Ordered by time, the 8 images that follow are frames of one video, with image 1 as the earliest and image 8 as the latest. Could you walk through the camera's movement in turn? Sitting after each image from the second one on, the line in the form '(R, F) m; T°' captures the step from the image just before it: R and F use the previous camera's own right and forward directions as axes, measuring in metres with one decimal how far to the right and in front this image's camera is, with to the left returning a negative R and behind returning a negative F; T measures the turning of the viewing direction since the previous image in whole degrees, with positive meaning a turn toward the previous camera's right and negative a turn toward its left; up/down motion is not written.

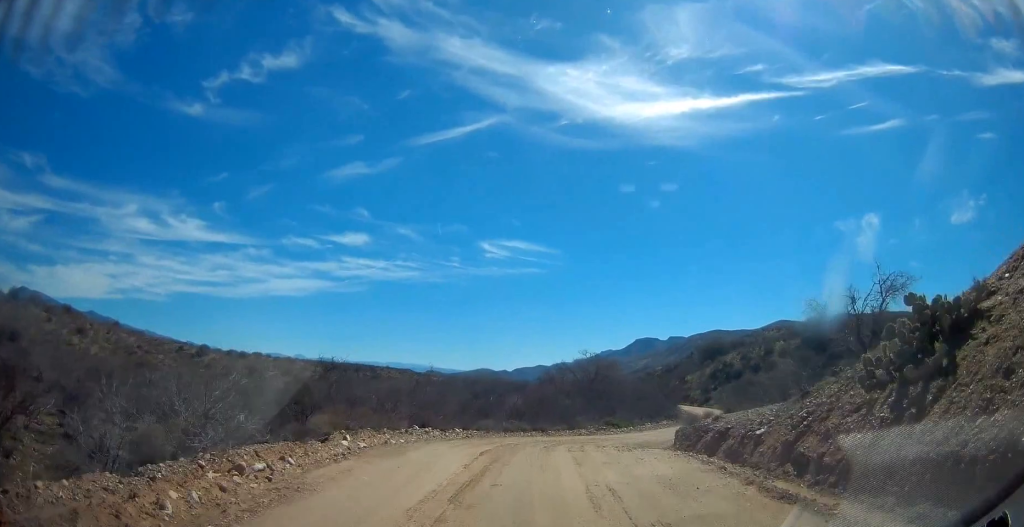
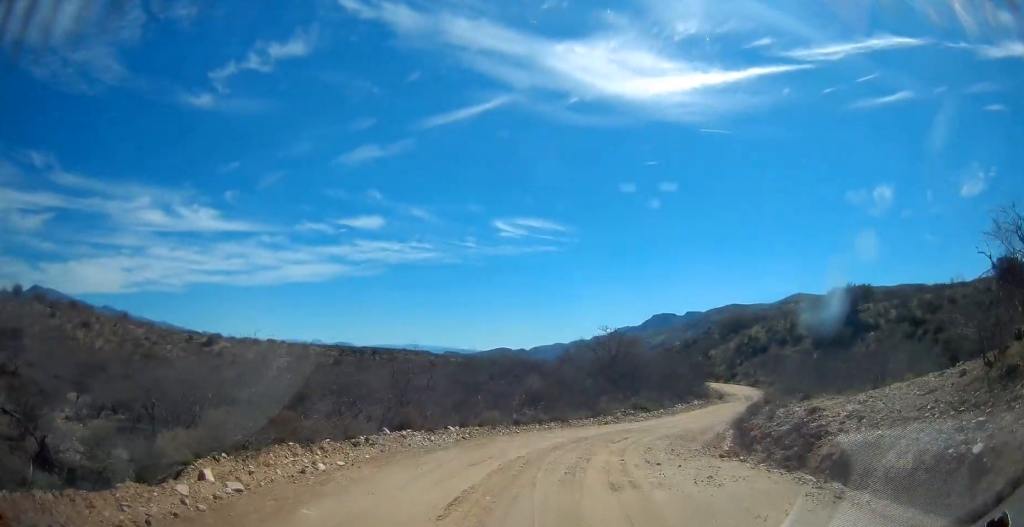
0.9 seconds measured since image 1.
(+0.1, +5.2) m; -3°
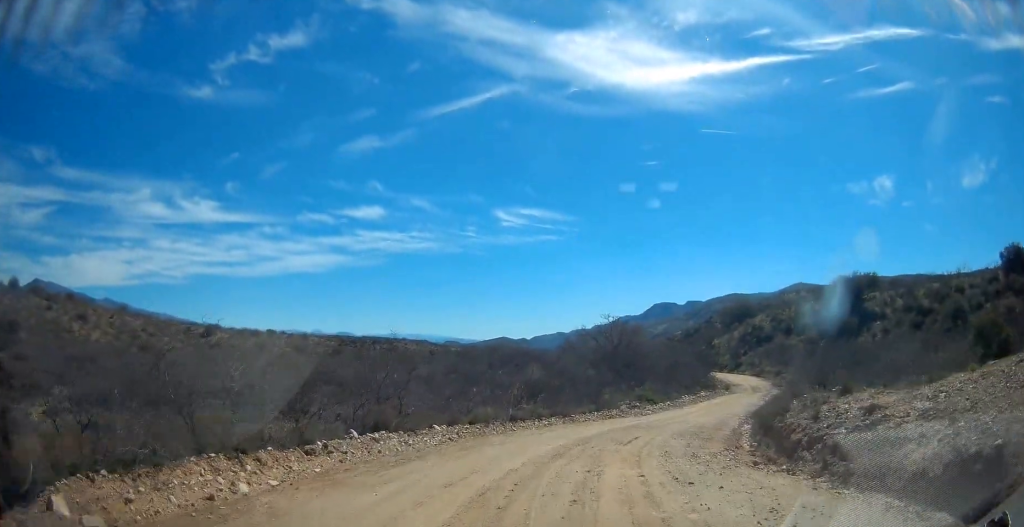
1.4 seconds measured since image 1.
(-0.2, +2.4) m; +1°
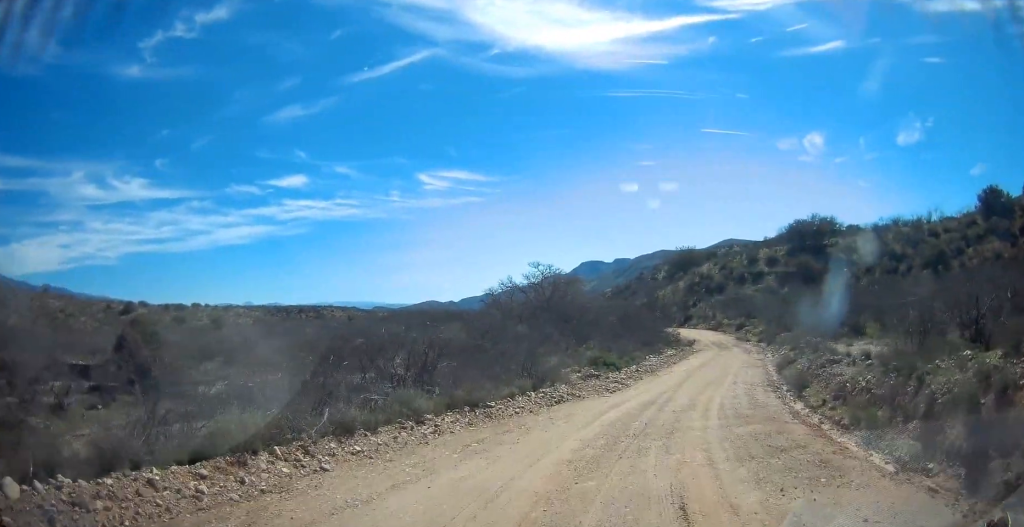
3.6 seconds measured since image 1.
(0.0, +12.2) m; +3°
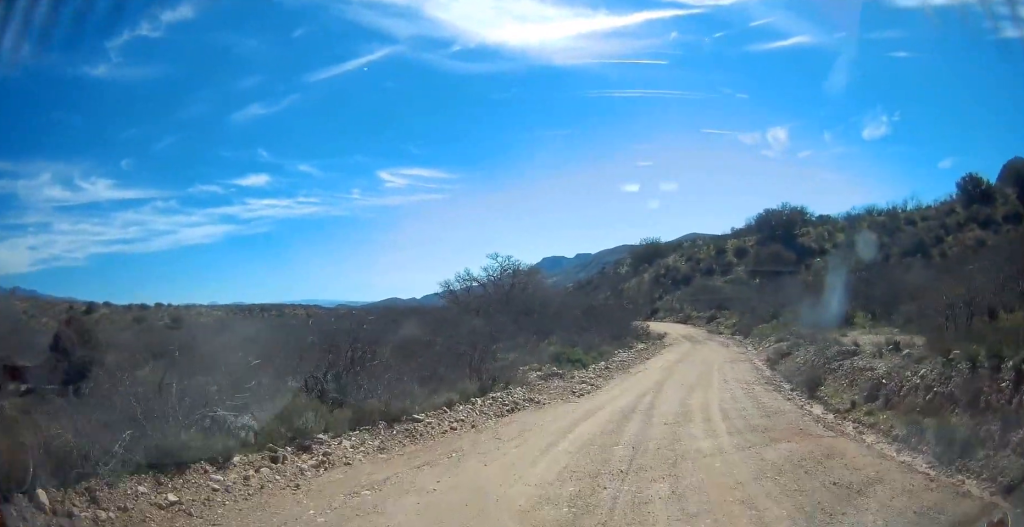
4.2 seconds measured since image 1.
(+0.1, +3.4) m; +4°
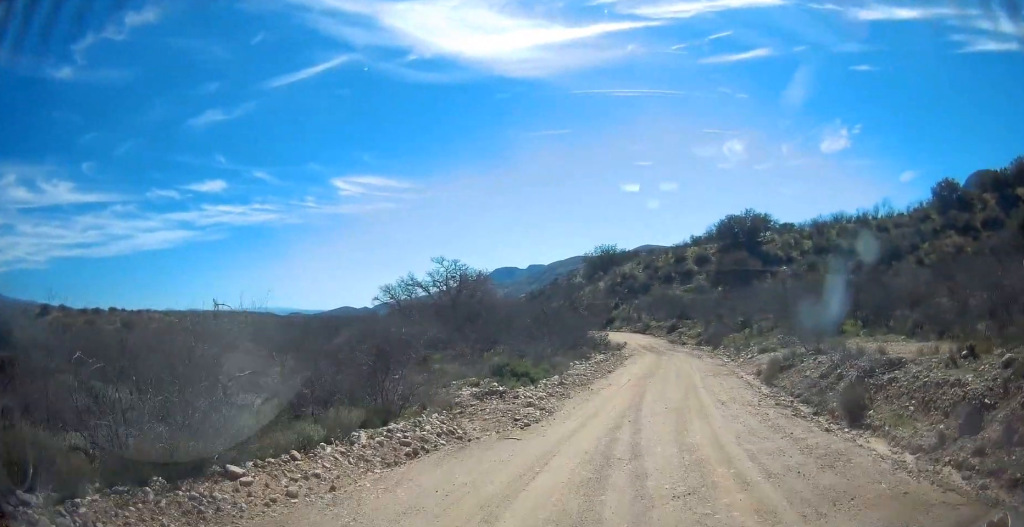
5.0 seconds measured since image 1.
(+0.5, +4.5) m; +7°
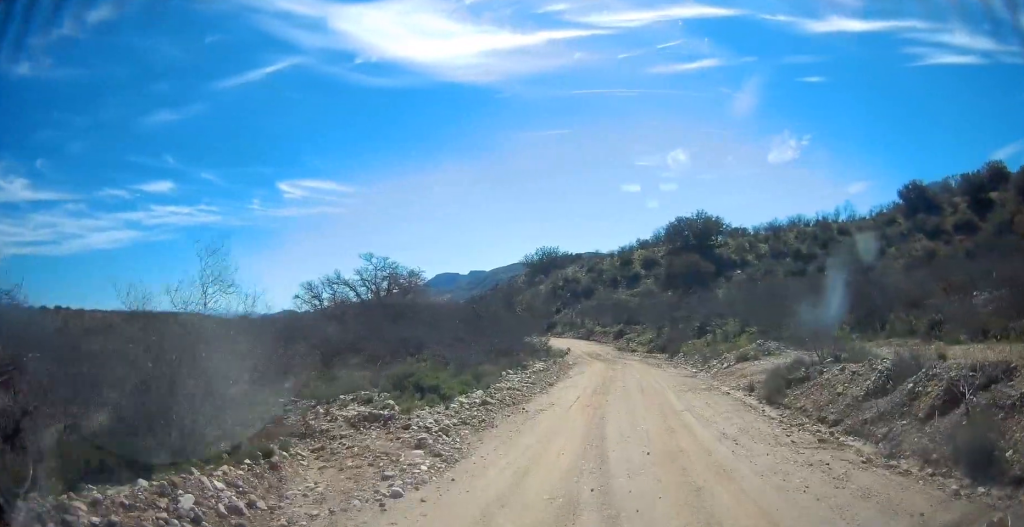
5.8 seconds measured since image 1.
(0.0, +5.1) m; +2°
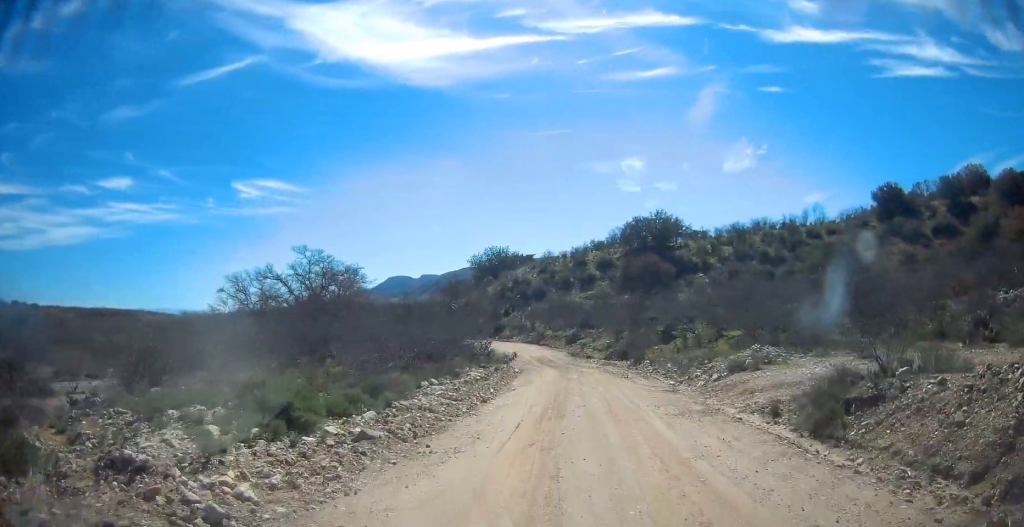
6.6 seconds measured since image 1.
(+0.1, +4.9) m; +2°
